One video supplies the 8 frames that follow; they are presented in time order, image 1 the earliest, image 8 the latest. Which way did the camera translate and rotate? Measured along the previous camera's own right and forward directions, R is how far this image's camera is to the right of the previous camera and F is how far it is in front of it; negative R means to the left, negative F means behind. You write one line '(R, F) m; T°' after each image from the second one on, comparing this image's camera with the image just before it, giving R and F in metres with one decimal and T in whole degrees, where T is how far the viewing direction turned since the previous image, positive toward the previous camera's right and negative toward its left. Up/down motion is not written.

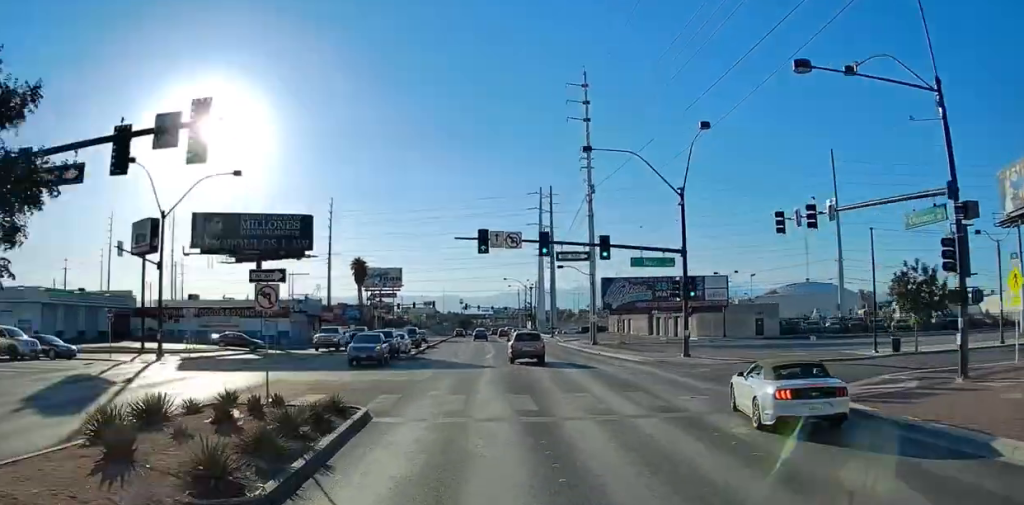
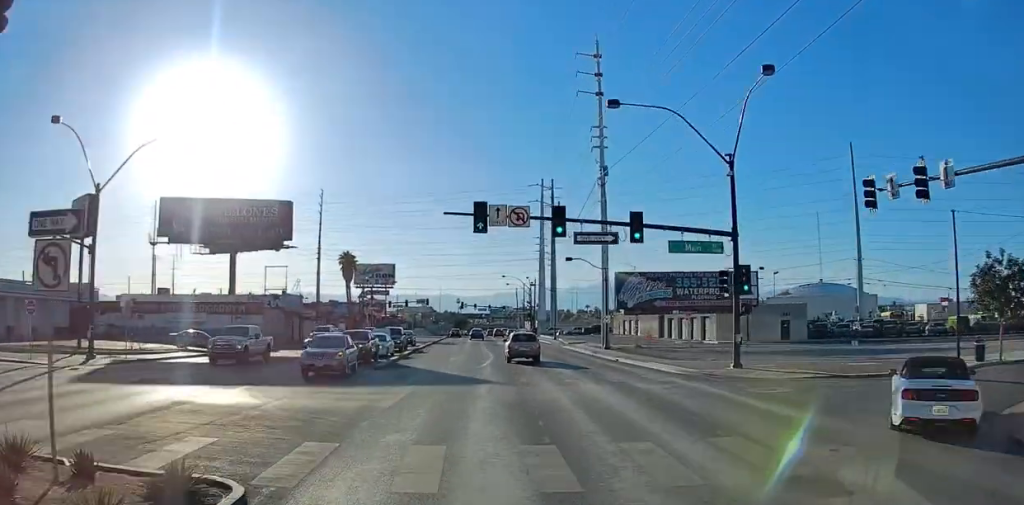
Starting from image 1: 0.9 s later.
(0.0, +8.1) m; 0°
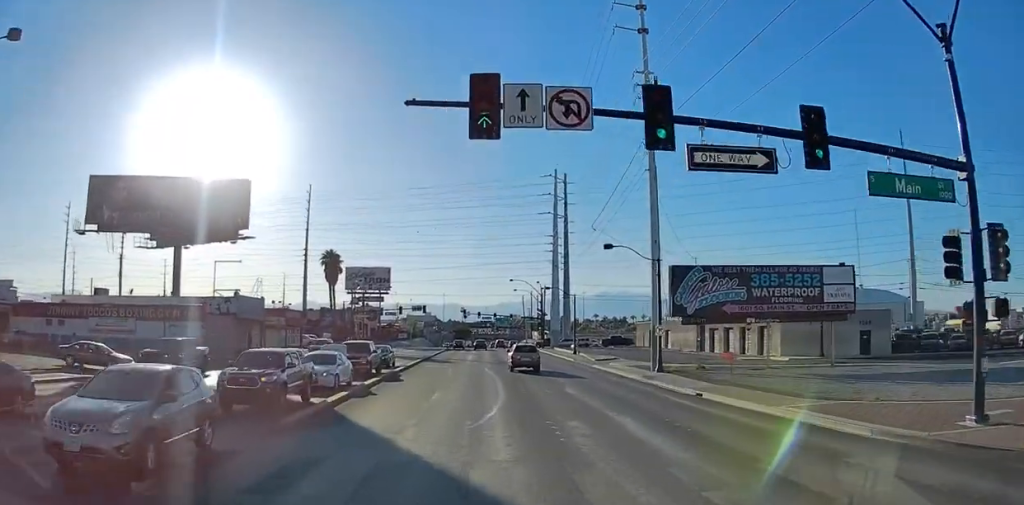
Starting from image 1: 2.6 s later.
(+0.1, +15.8) m; 0°
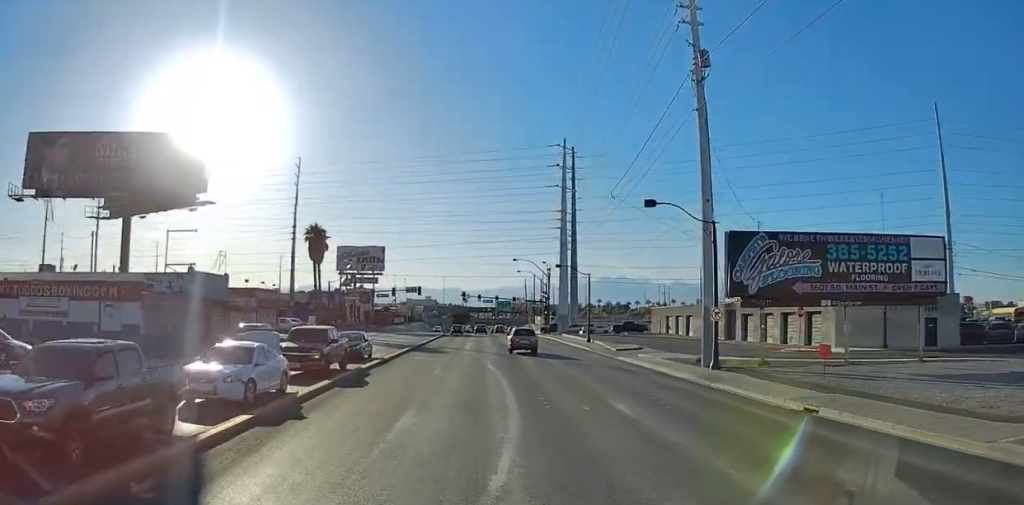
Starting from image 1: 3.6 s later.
(0.0, +9.9) m; 0°
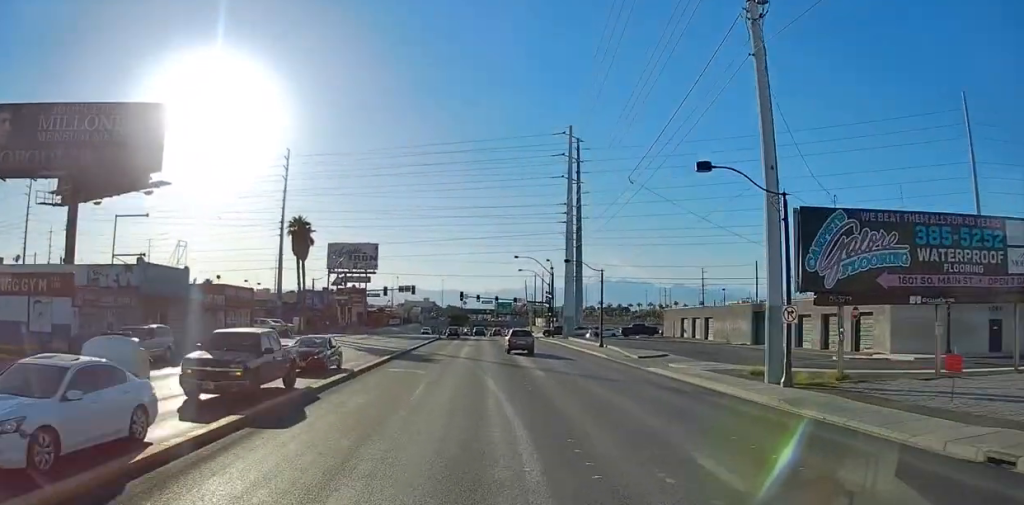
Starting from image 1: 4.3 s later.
(0.0, +7.7) m; 0°
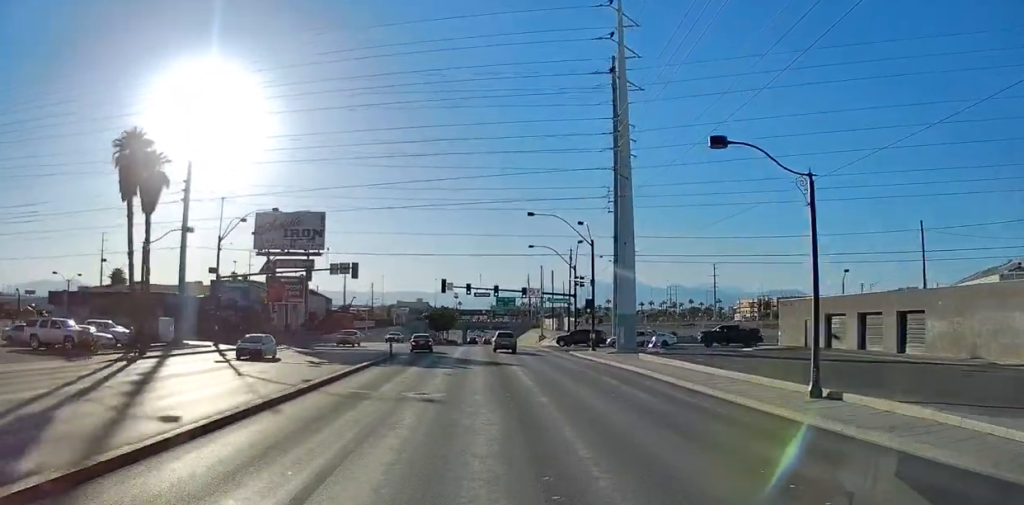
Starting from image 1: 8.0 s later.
(0.0, +39.4) m; 0°
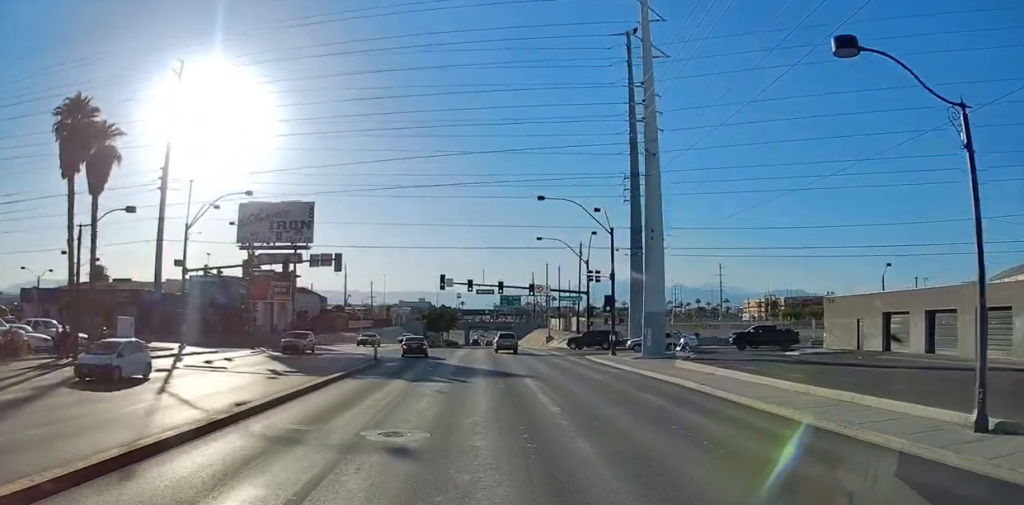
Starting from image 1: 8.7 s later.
(0.0, +7.5) m; 0°
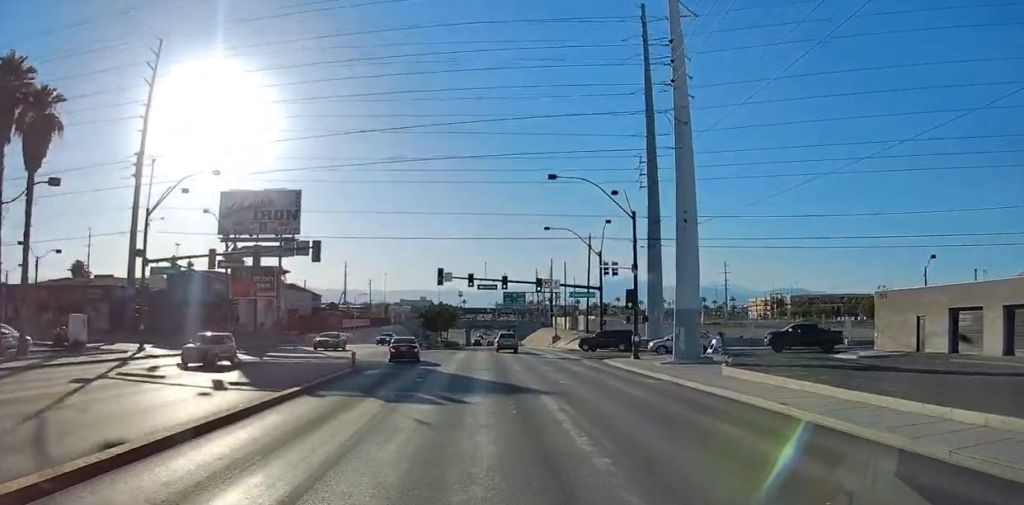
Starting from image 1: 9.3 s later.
(0.0, +6.6) m; 0°
